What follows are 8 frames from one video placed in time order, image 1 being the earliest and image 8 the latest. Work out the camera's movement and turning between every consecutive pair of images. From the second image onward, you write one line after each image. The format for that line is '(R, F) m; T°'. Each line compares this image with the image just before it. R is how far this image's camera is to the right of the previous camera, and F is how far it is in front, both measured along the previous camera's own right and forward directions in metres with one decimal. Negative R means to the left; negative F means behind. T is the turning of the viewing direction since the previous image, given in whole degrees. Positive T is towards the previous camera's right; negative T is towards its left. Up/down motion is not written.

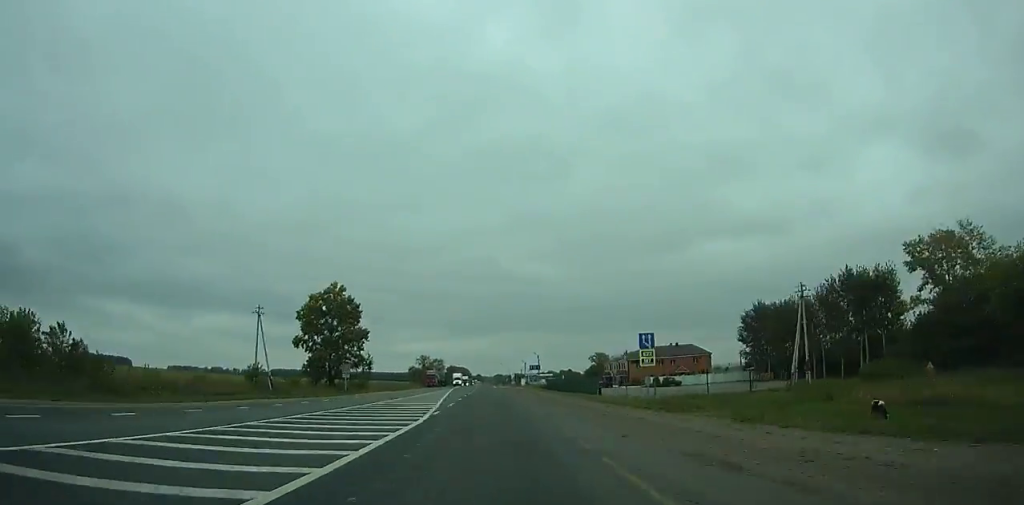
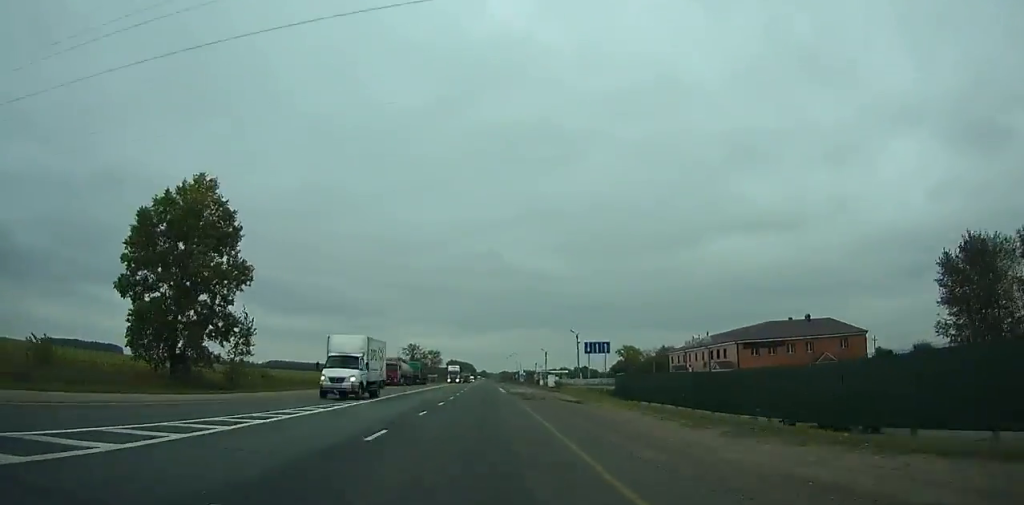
(-0.2, +56.4) m; -1°
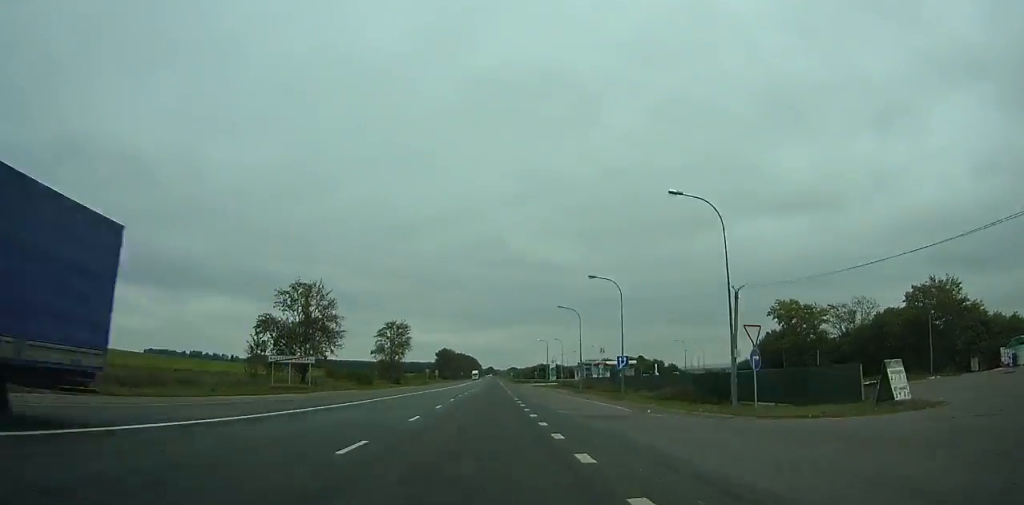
(-3.1, +144.1) m; -1°
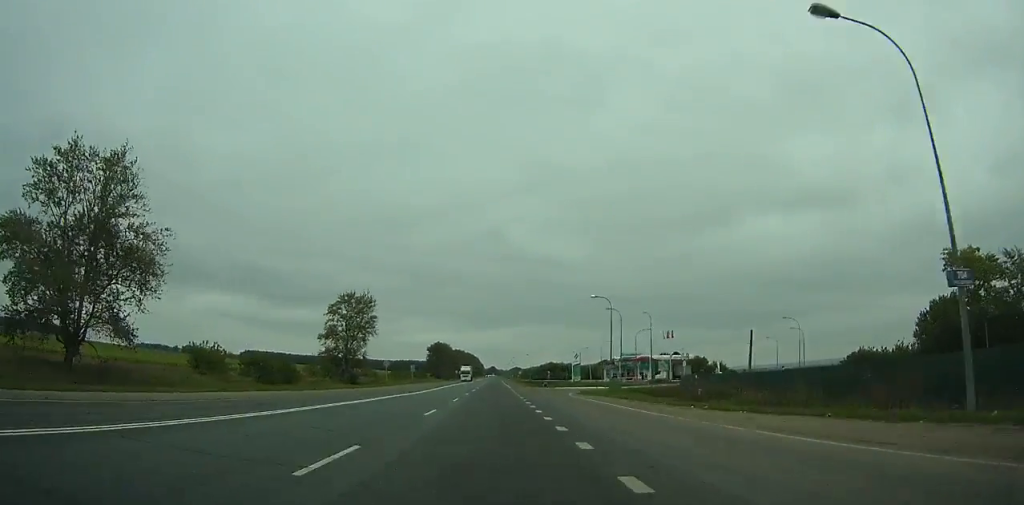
(+0.2, +54.6) m; 0°
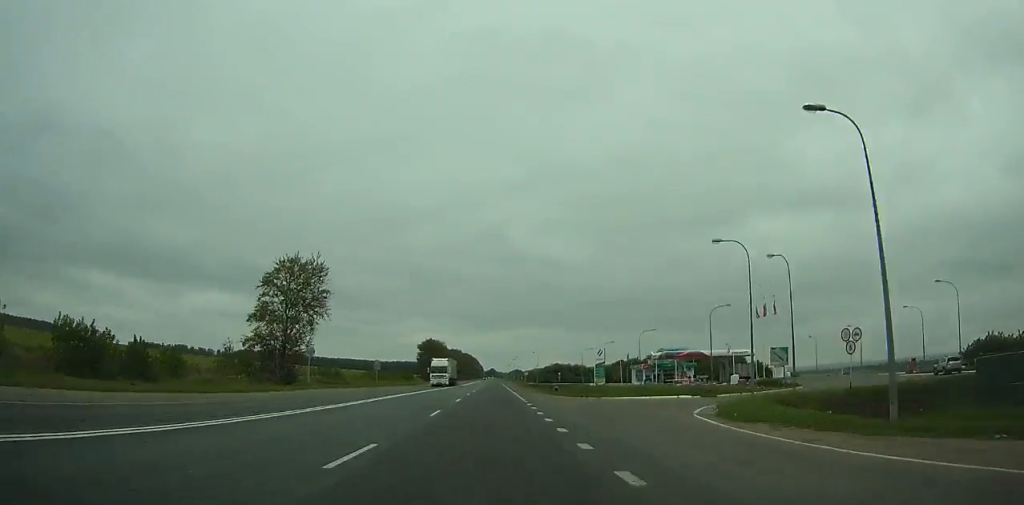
(+0.1, +34.4) m; 0°
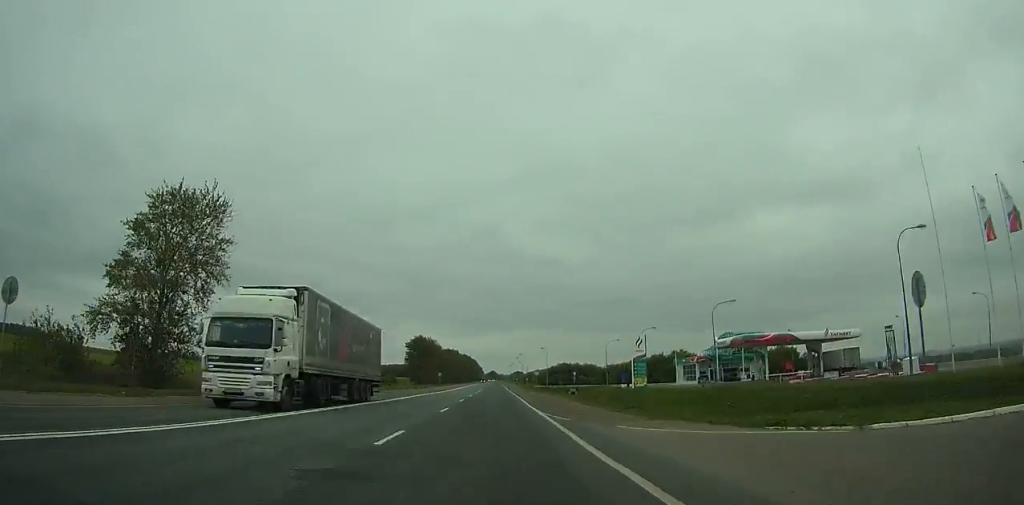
(0.0, +32.2) m; 0°
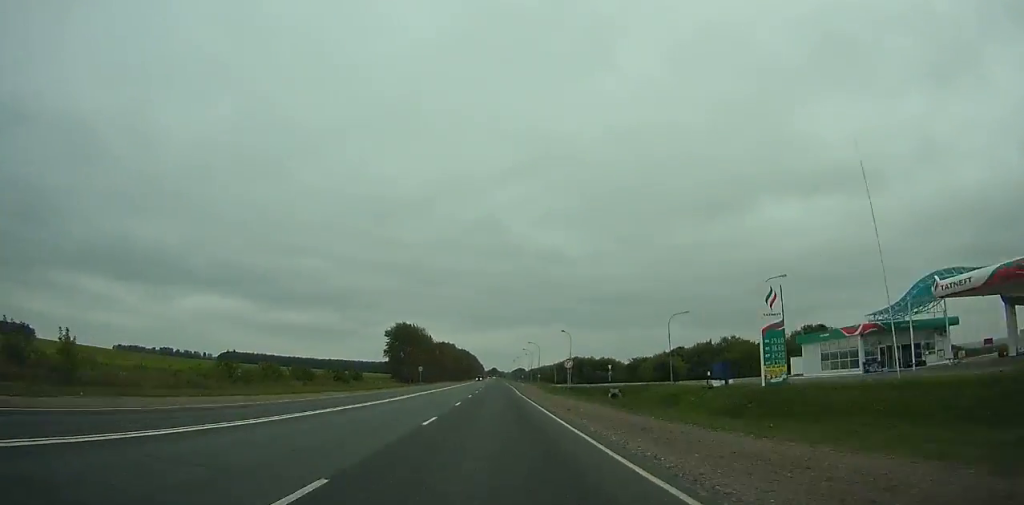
(0.0, +41.4) m; 0°
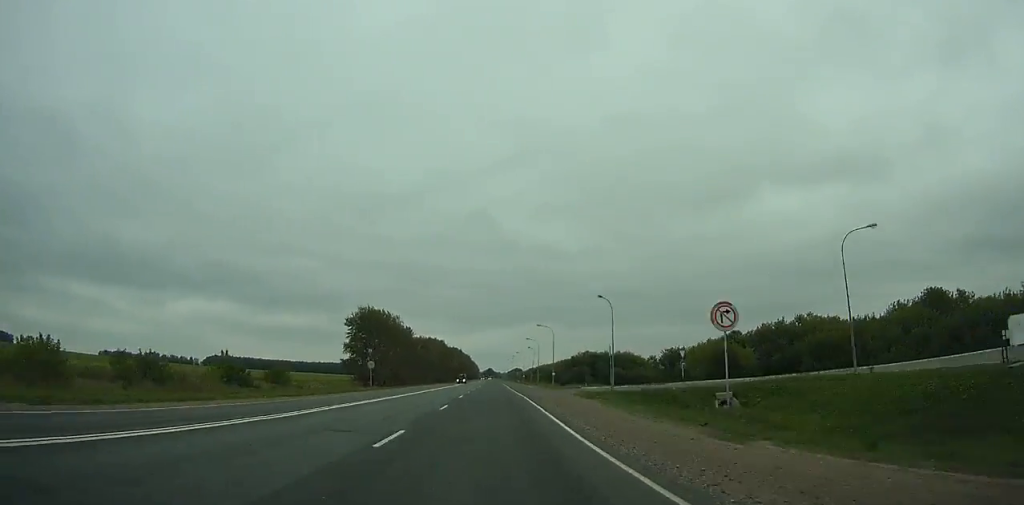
(+0.1, +41.5) m; 0°
